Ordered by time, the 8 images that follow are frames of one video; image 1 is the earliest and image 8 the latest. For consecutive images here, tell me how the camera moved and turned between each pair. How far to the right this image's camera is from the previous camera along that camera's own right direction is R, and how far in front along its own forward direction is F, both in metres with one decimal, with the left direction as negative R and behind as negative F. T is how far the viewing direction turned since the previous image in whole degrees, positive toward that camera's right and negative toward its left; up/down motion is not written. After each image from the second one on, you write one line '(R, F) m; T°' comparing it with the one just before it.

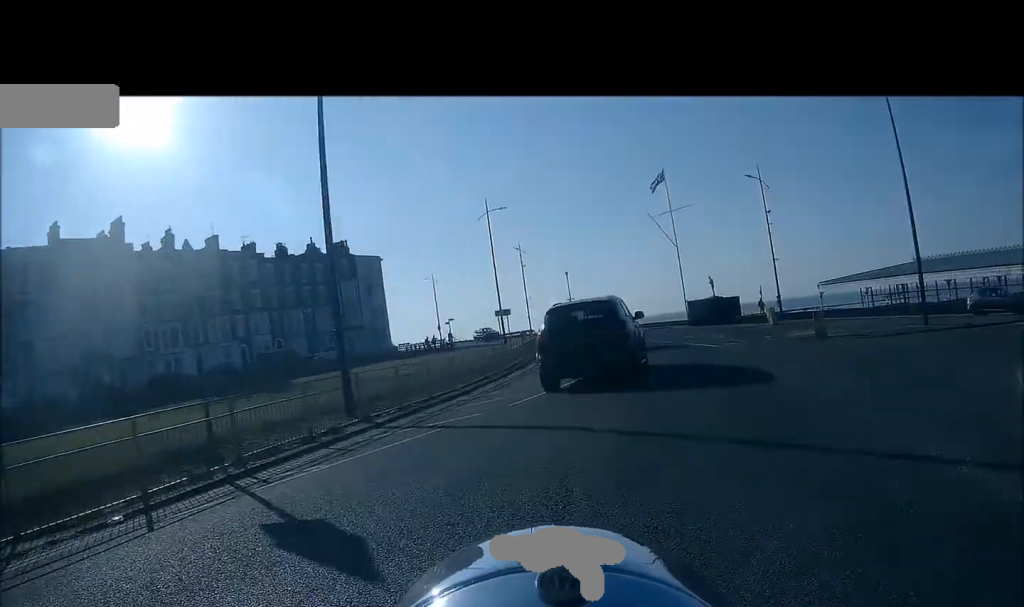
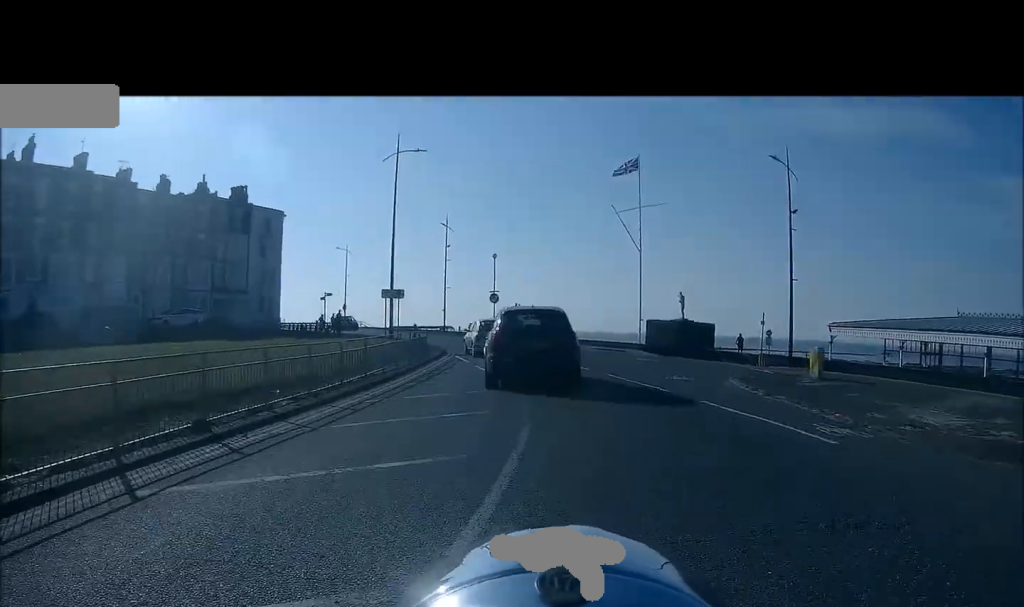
(+1.4, +14.0) m; +6°
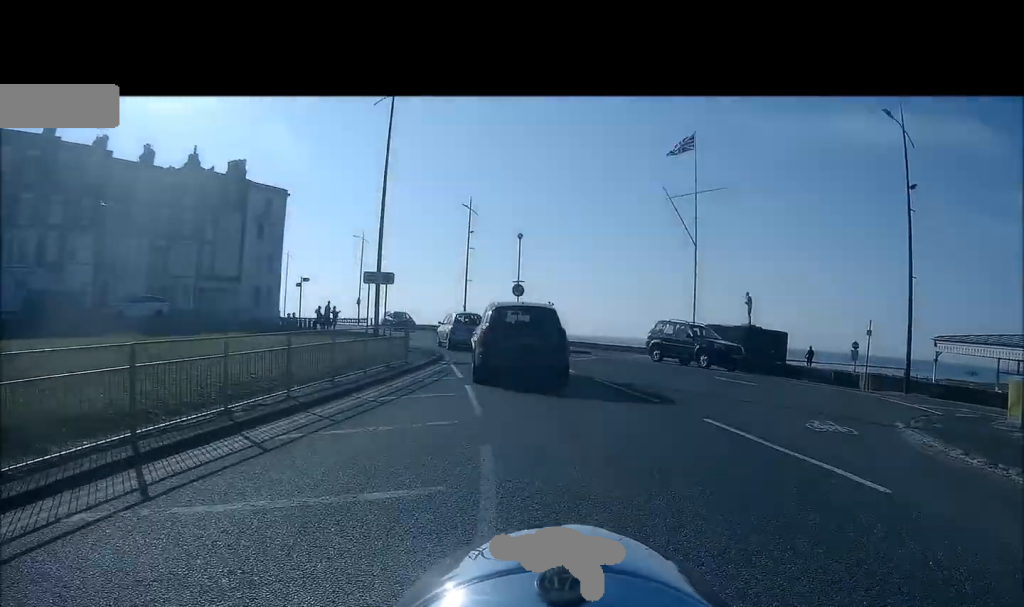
(-0.1, +8.3) m; -3°
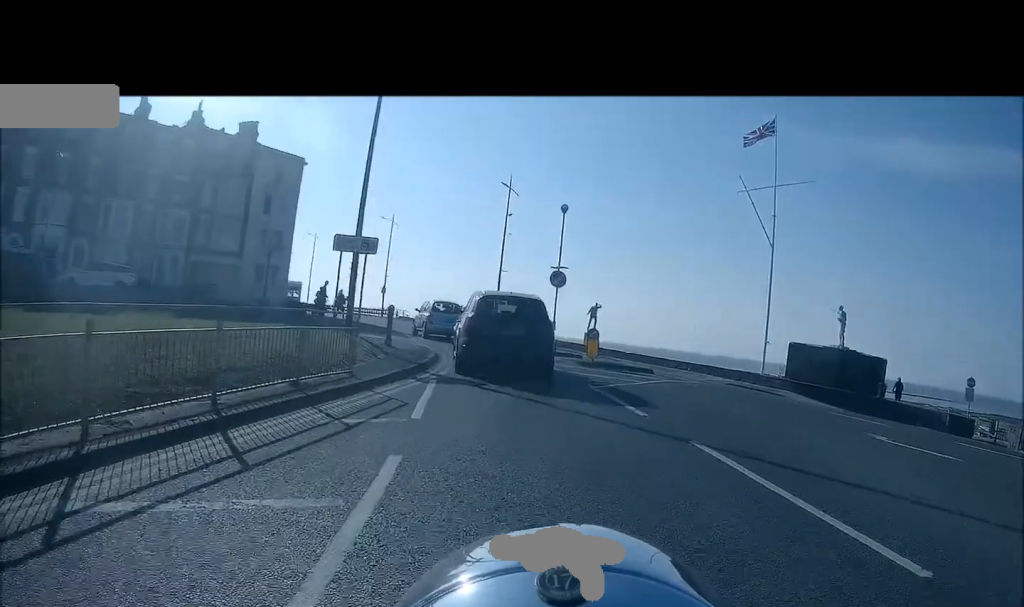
(-0.3, +7.6) m; -2°
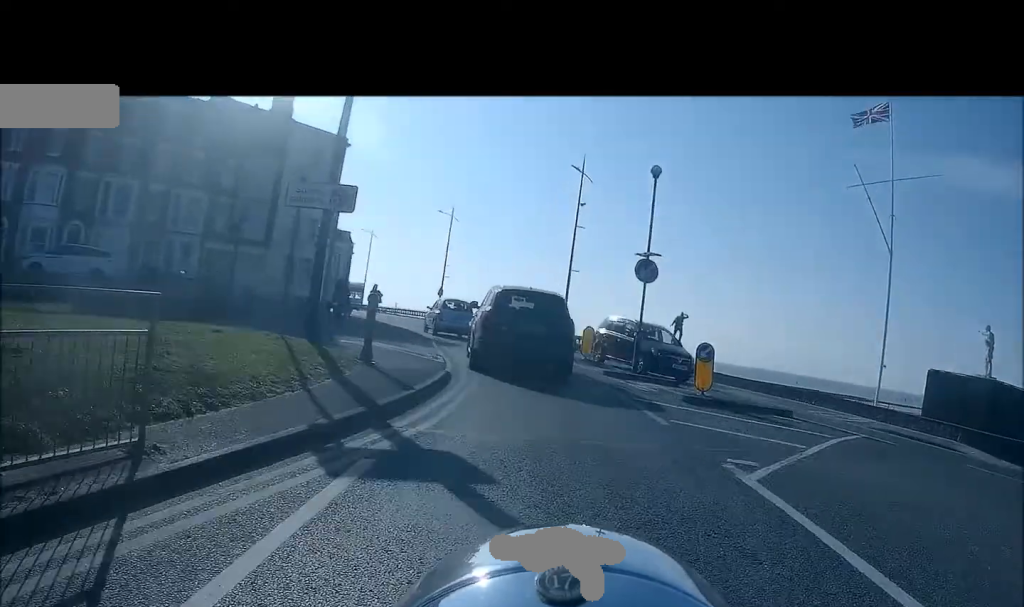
(0.0, +6.9) m; -4°
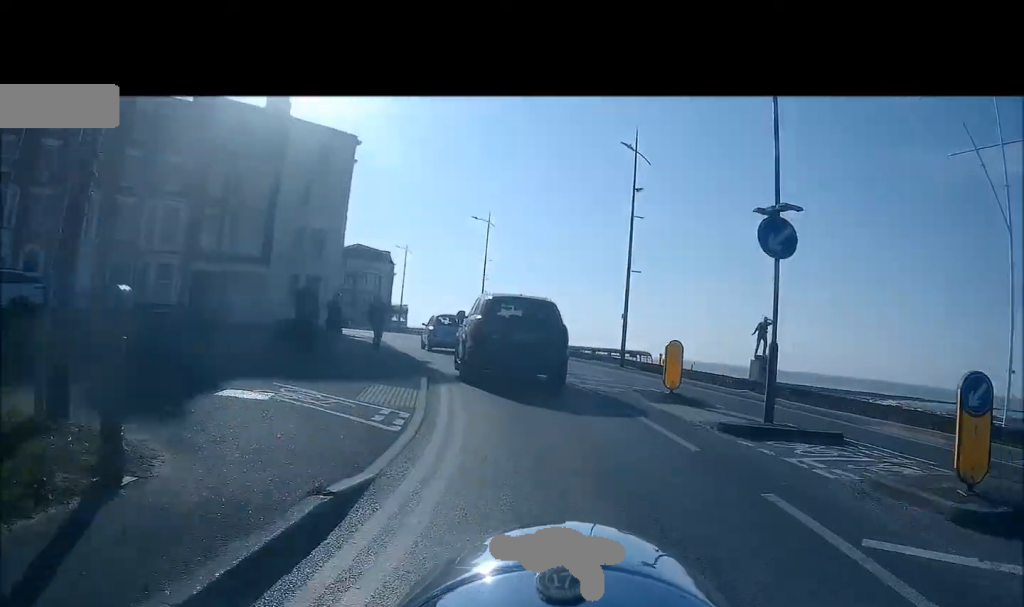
(-0.3, +6.9) m; -6°
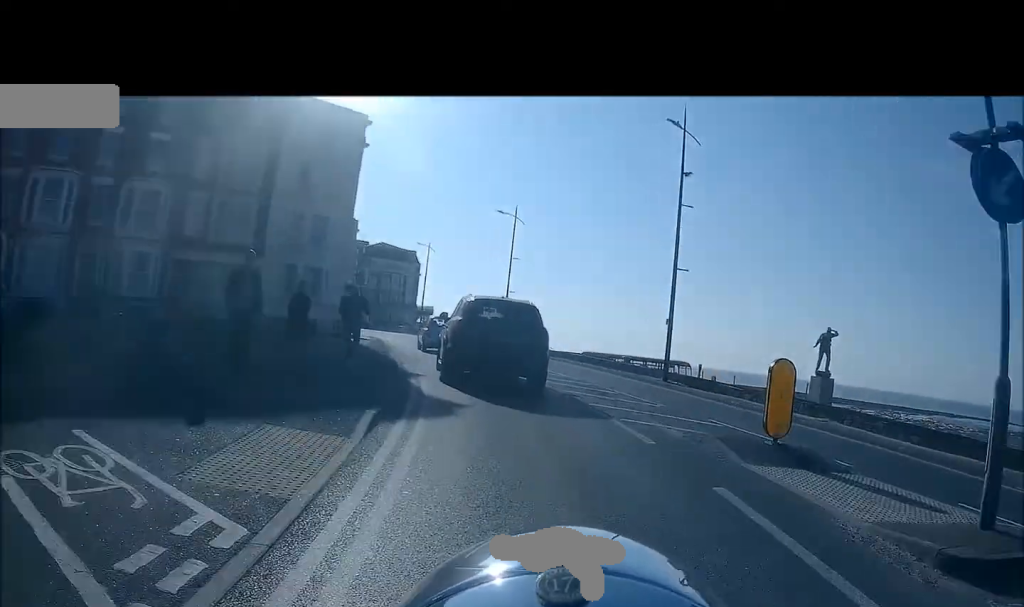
(-0.1, +4.6) m; -5°
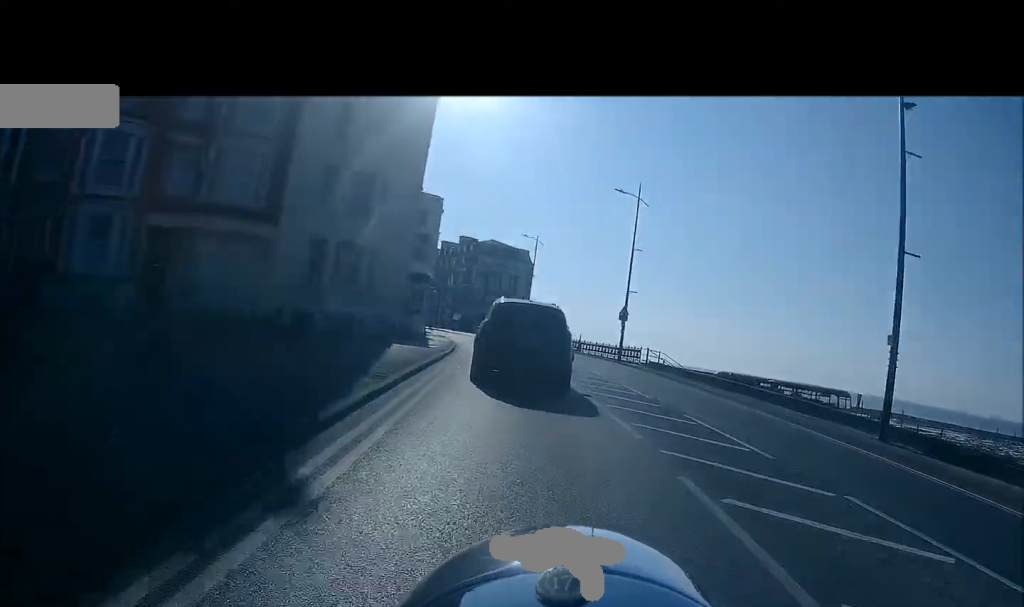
(-0.9, +10.2) m; -10°
